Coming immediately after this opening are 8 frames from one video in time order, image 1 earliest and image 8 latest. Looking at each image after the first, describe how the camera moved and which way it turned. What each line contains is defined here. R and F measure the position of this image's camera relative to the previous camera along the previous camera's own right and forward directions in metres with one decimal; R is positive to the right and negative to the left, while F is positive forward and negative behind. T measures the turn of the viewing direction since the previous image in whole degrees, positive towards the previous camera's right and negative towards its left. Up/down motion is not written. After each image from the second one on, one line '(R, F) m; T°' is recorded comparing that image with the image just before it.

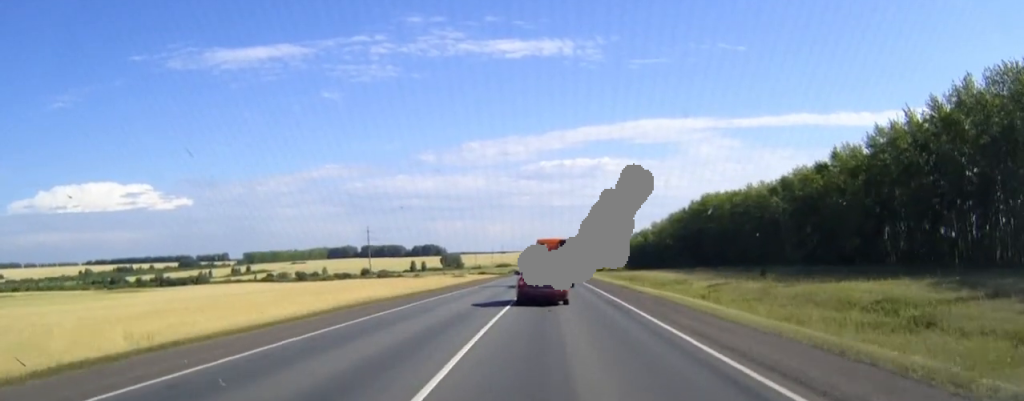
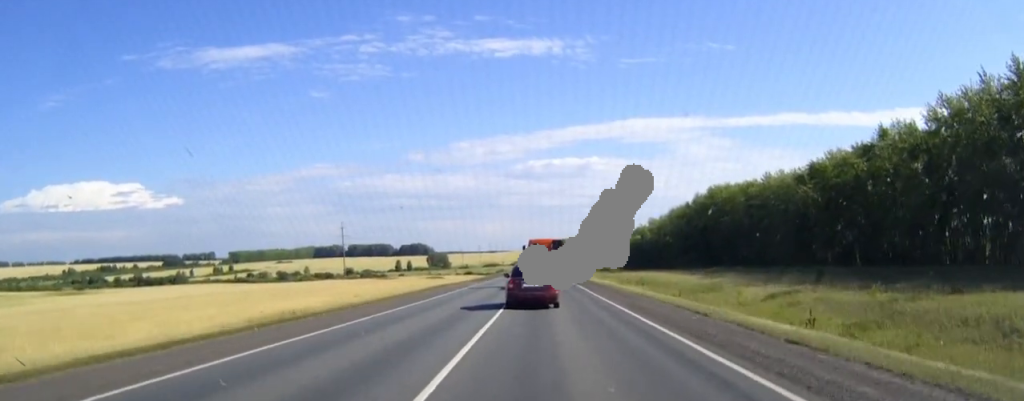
(+0.1, +25.0) m; +1°
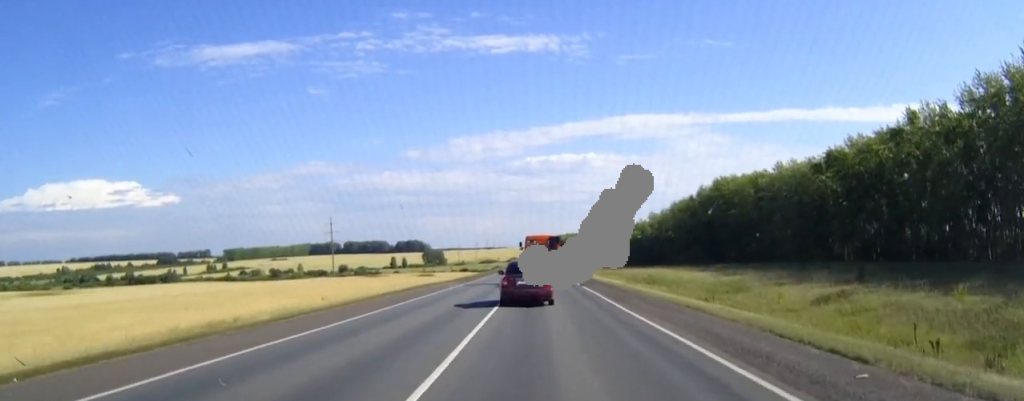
(0.0, +10.8) m; 0°
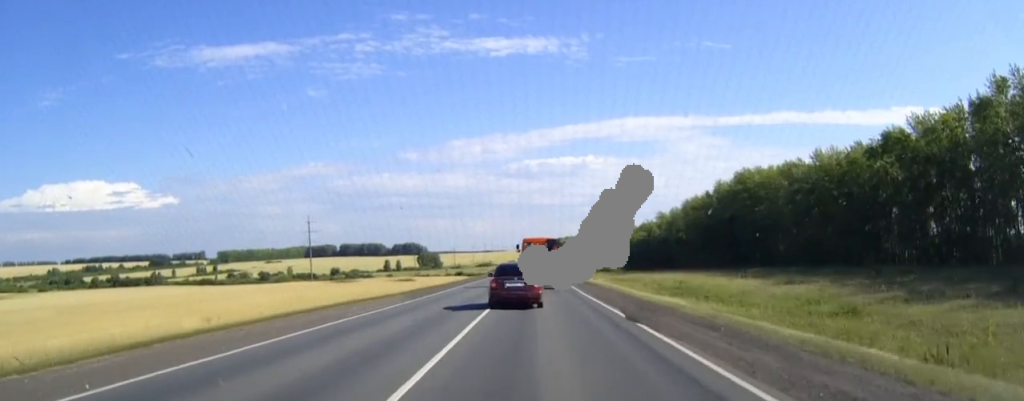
(+0.1, +24.3) m; 0°
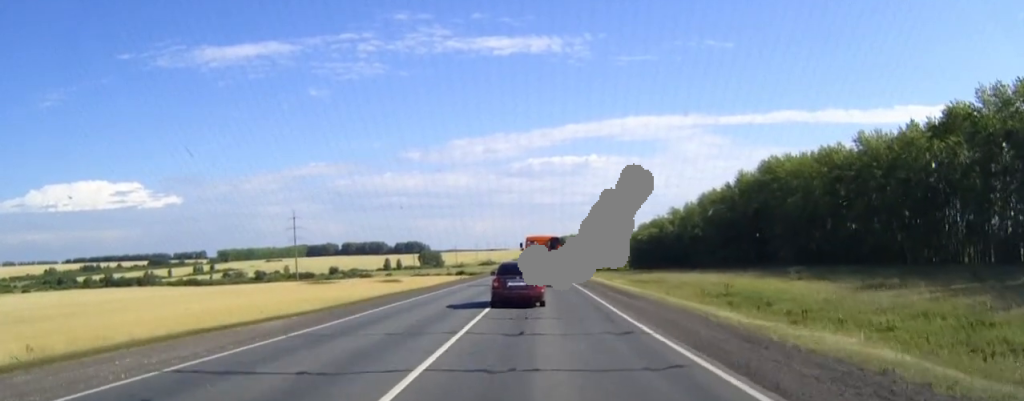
(0.0, +18.8) m; 0°
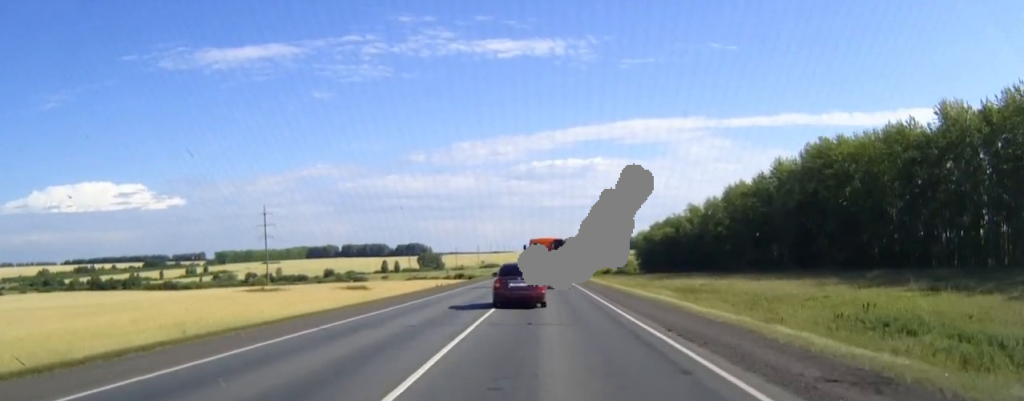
(-0.1, +27.2) m; 0°
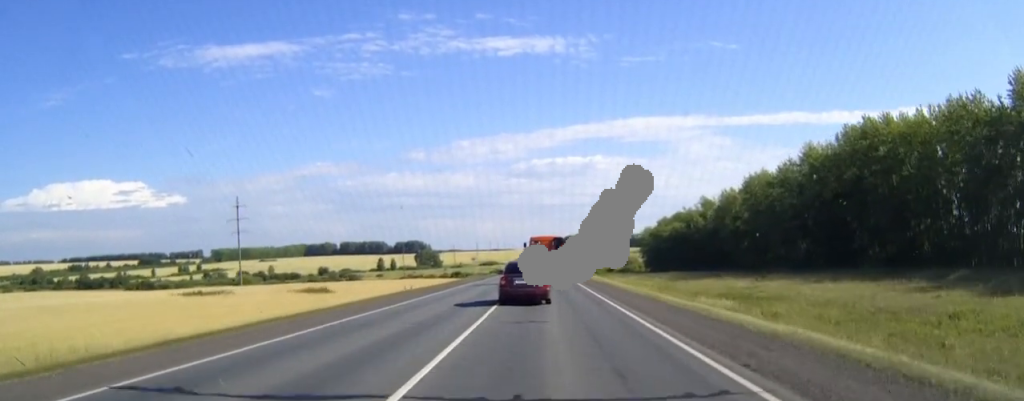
(0.0, +18.8) m; 0°
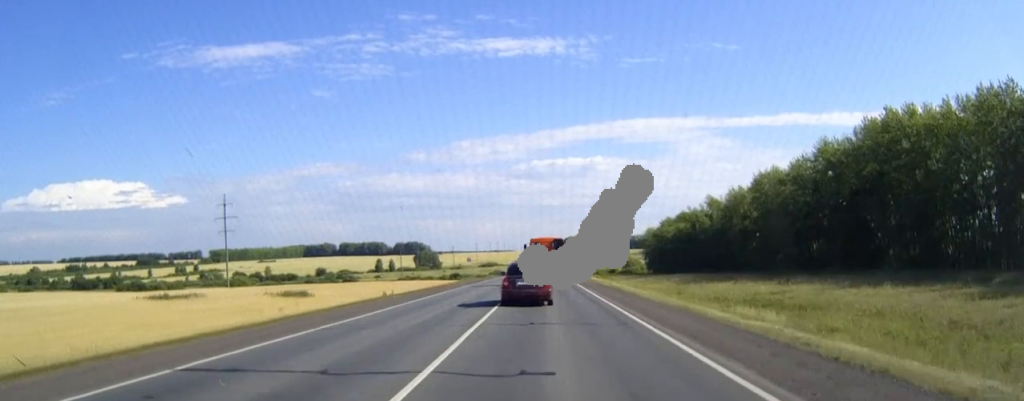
(0.0, +7.9) m; 0°
